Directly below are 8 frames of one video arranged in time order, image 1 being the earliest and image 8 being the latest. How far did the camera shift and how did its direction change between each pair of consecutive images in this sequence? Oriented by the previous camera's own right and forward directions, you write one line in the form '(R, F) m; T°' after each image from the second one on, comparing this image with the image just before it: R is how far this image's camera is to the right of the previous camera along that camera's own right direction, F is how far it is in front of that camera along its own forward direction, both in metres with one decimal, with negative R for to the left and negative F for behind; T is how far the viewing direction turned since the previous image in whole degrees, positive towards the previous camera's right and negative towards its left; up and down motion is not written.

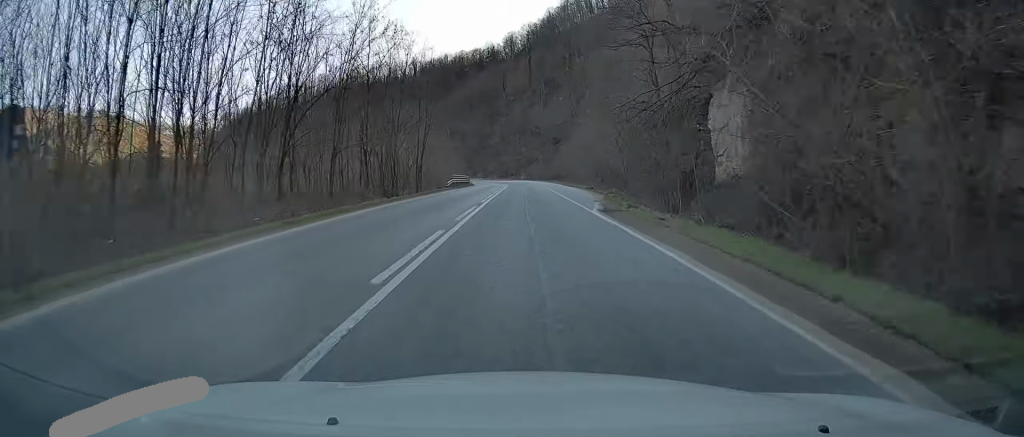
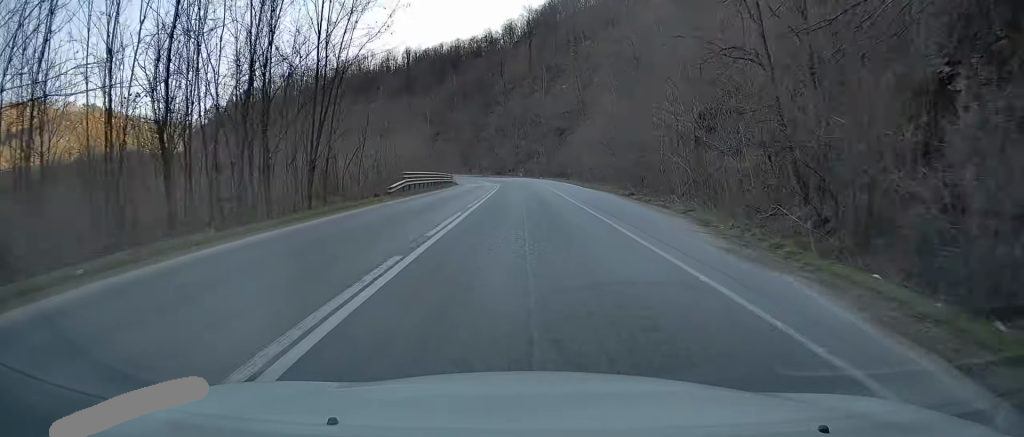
(-0.1, +21.8) m; 0°
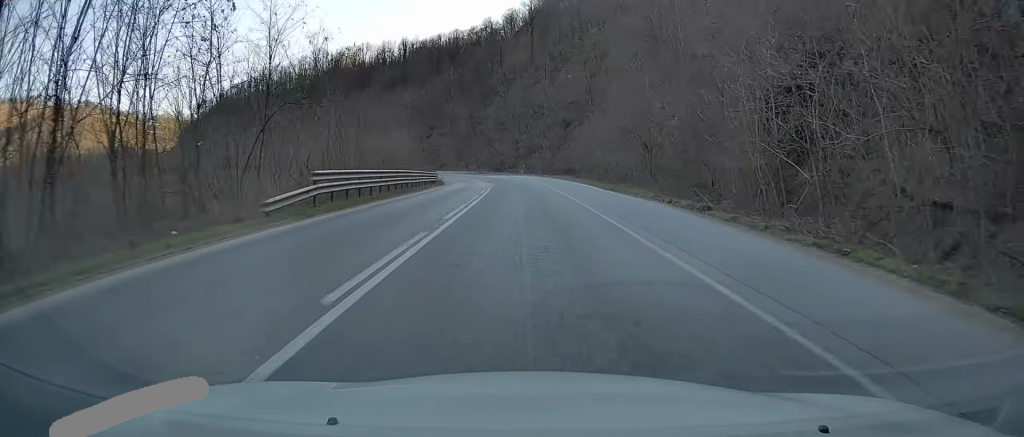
(+0.1, +15.1) m; 0°
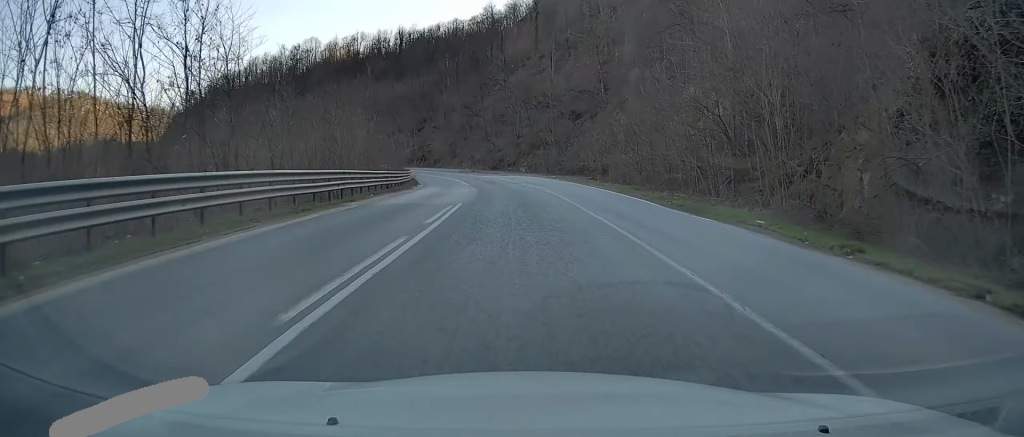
(-0.2, +18.9) m; -1°
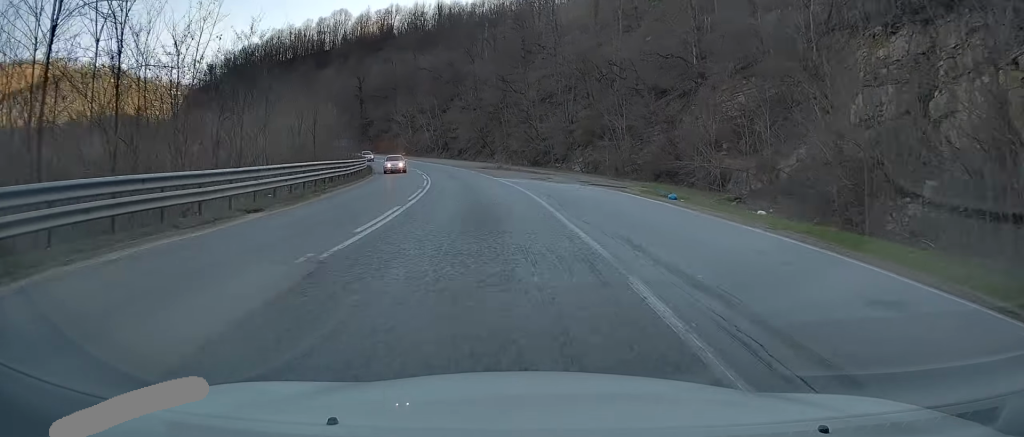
(-2.1, +38.7) m; -8°
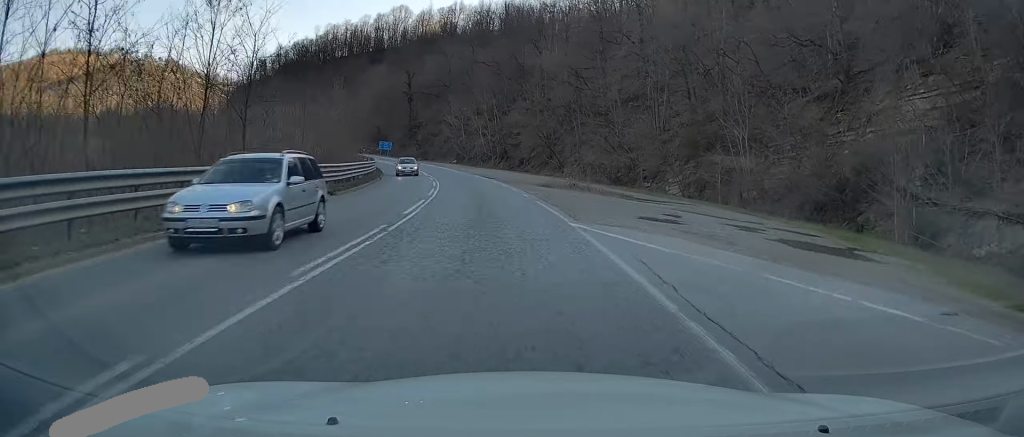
(-1.2, +22.8) m; -6°
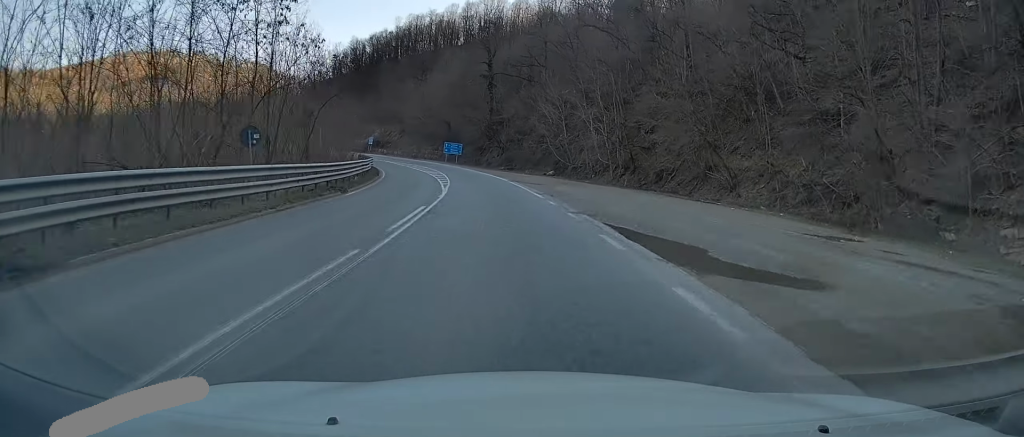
(-3.4, +41.0) m; -9°
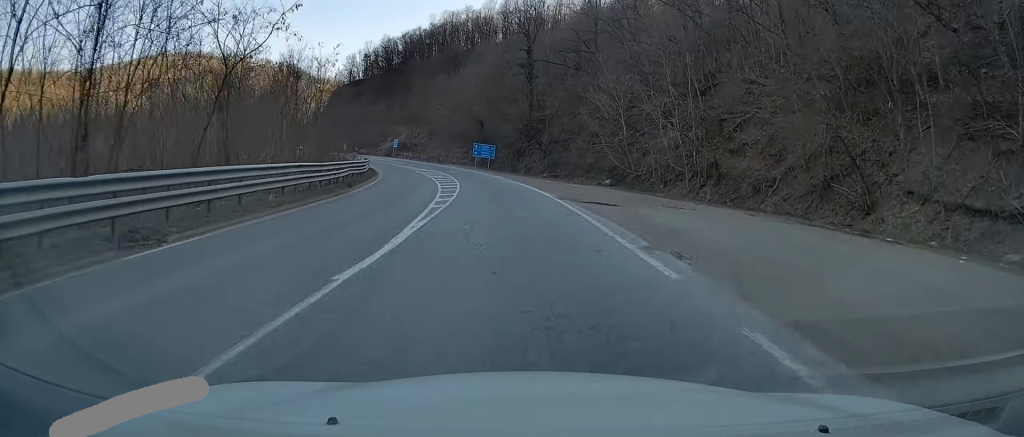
(-0.4, +16.8) m; -3°
